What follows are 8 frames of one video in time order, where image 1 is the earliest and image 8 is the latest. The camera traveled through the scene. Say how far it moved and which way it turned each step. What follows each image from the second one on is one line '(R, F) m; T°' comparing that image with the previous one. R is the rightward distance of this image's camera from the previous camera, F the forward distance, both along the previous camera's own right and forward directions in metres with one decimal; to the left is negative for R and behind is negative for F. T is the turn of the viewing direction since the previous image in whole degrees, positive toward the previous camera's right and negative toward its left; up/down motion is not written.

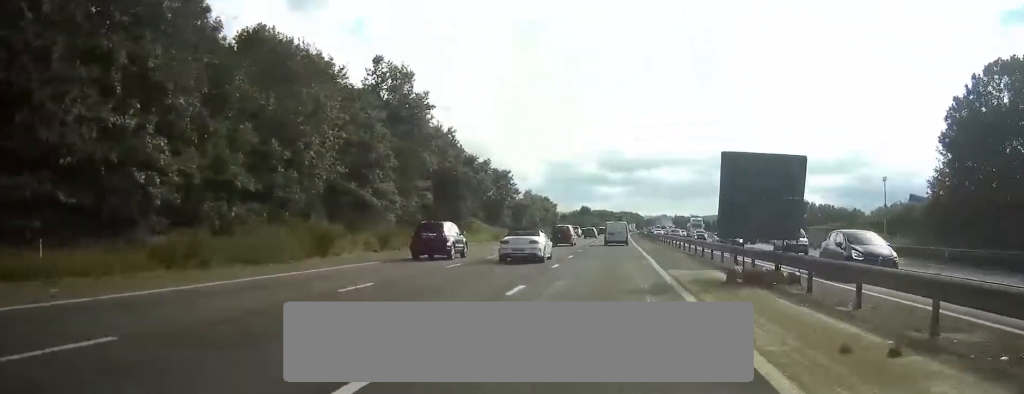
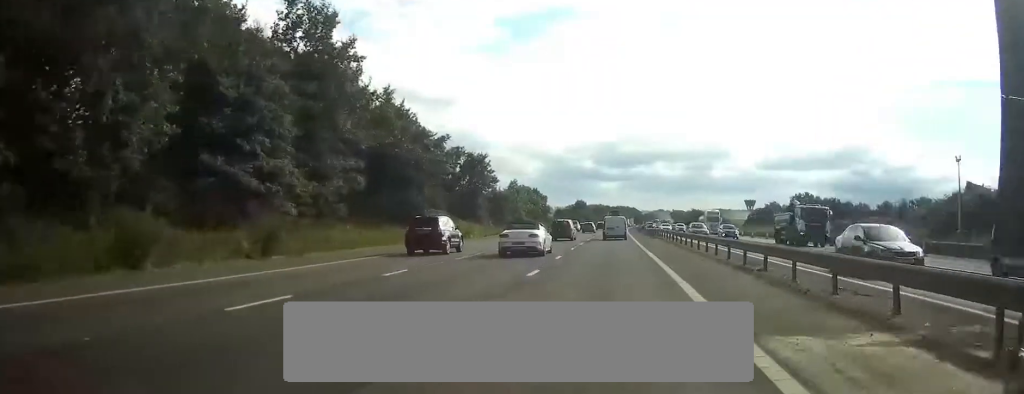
(+0.1, +14.7) m; 0°
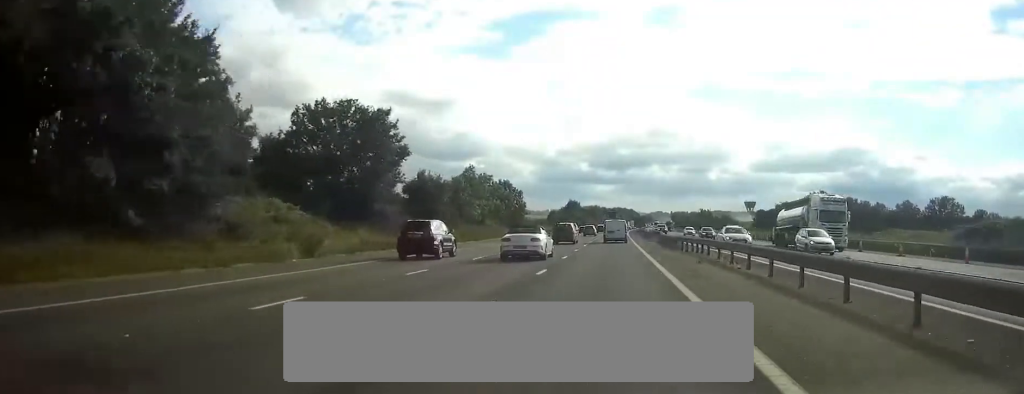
(+0.1, +32.9) m; +1°
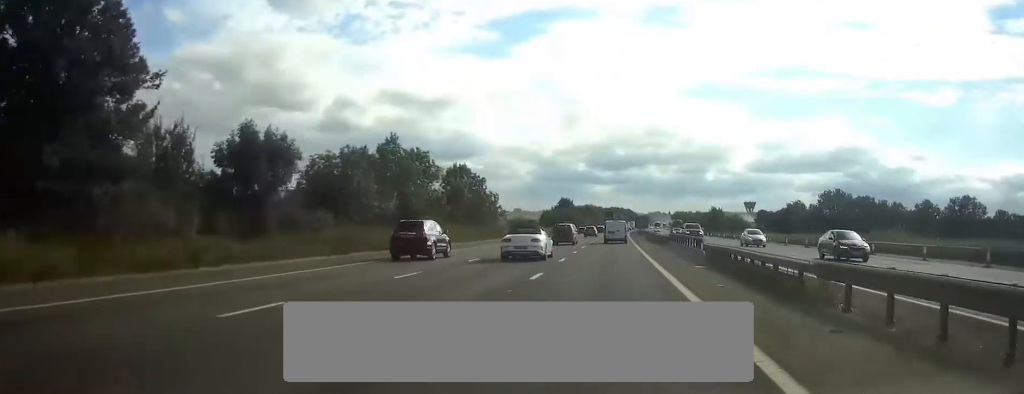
(+0.2, +28.4) m; 0°
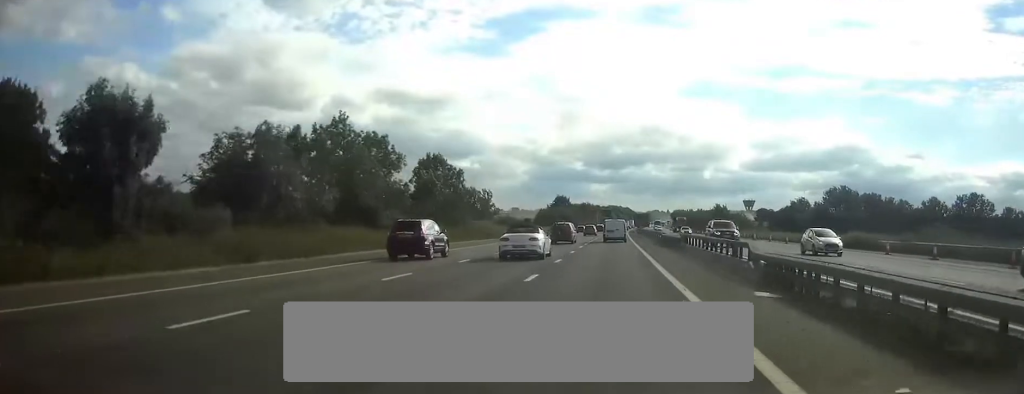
(0.0, +10.3) m; 0°
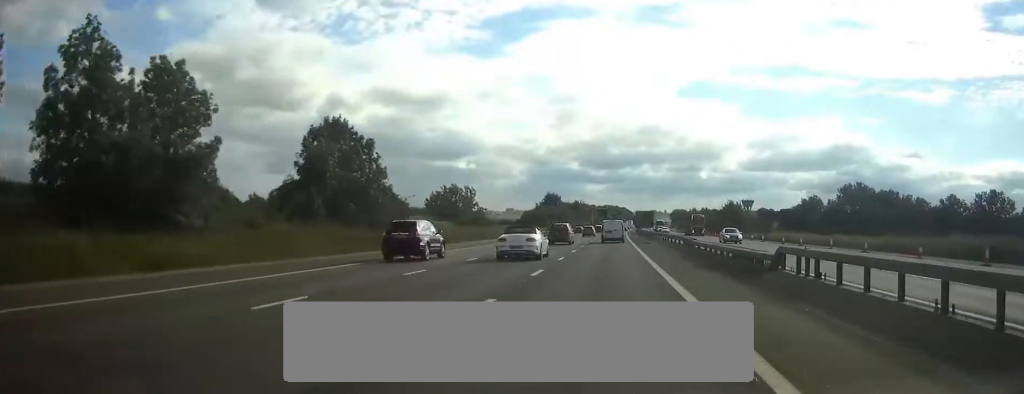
(0.0, +24.2) m; 0°
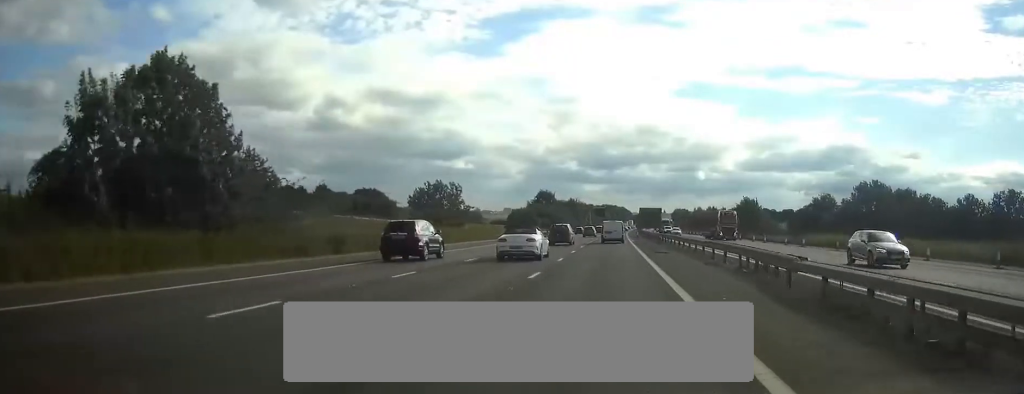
(0.0, +19.1) m; 0°
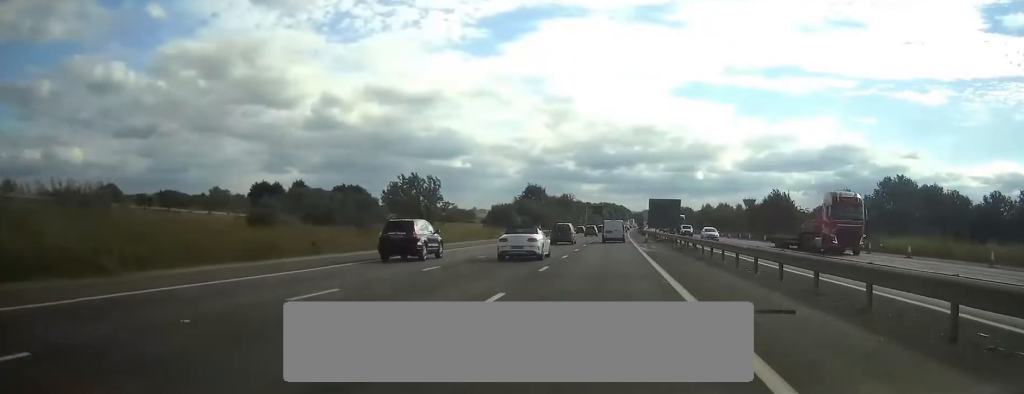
(0.0, +25.3) m; 0°
